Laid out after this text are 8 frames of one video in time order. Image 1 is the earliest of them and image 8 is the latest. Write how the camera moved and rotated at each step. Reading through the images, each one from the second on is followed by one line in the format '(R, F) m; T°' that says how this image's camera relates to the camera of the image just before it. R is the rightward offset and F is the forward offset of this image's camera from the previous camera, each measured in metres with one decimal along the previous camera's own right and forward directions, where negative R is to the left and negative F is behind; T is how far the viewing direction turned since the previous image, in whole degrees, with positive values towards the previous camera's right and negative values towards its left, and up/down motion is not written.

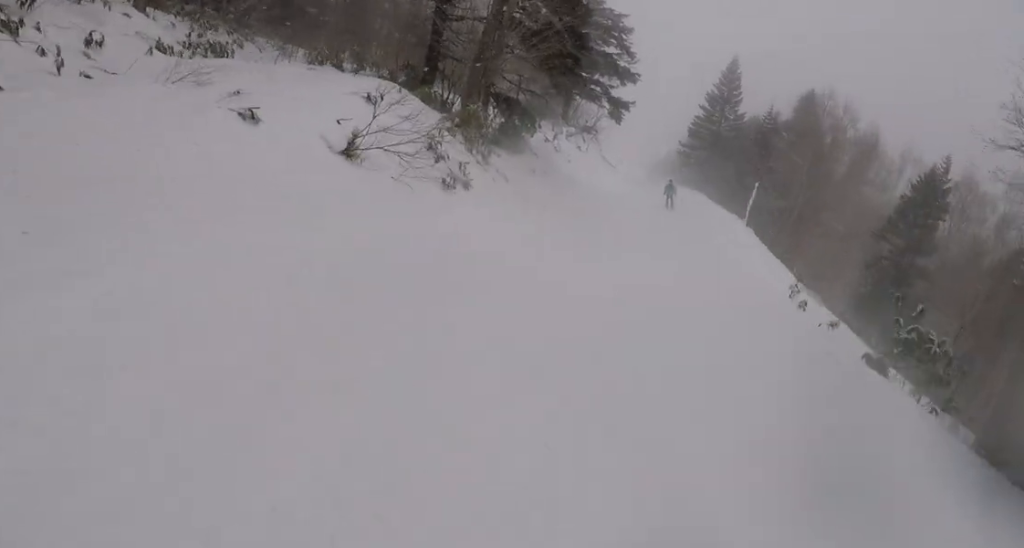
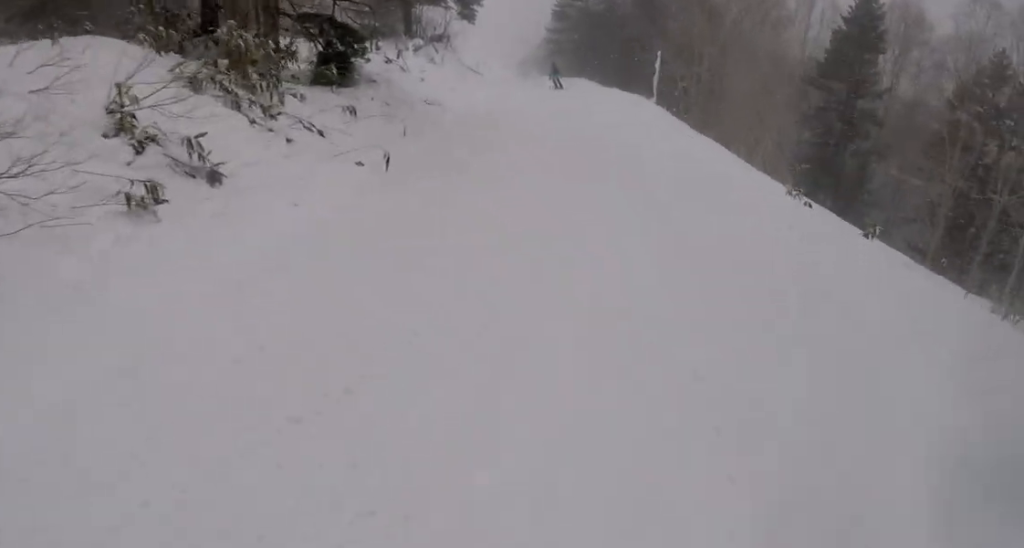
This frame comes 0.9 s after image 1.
(+1.4, +7.9) m; +6°
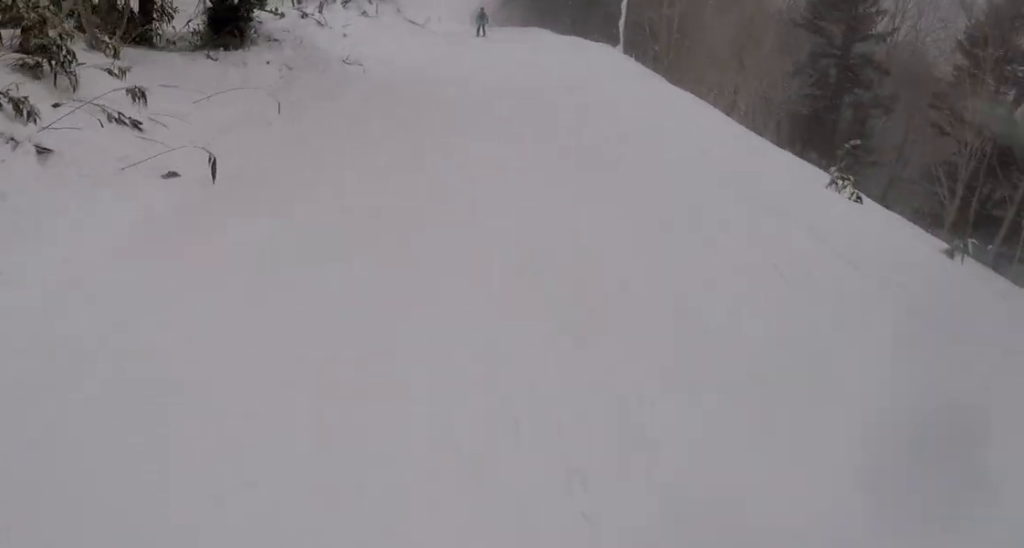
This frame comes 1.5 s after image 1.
(+0.1, +4.7) m; -1°
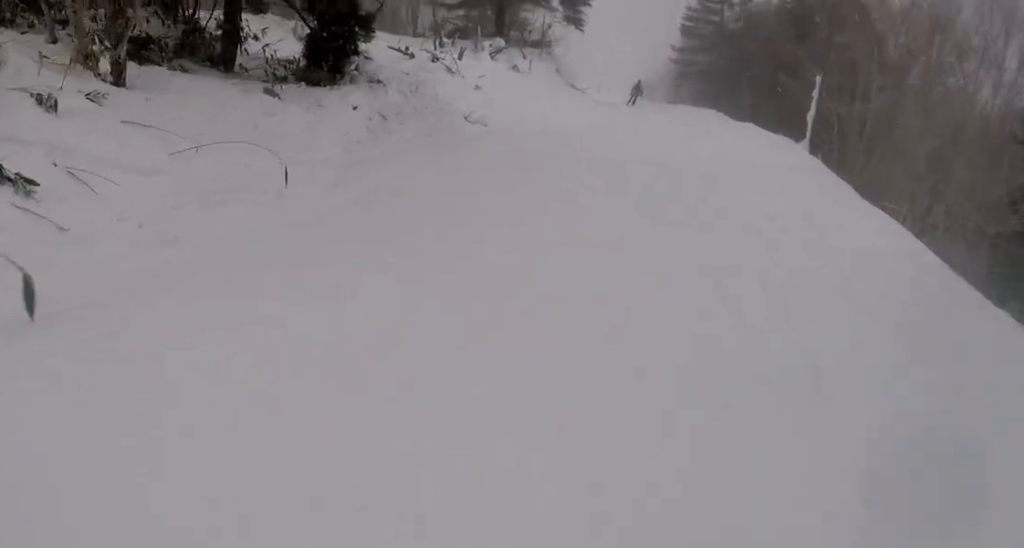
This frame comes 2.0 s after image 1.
(-0.4, +4.4) m; -3°
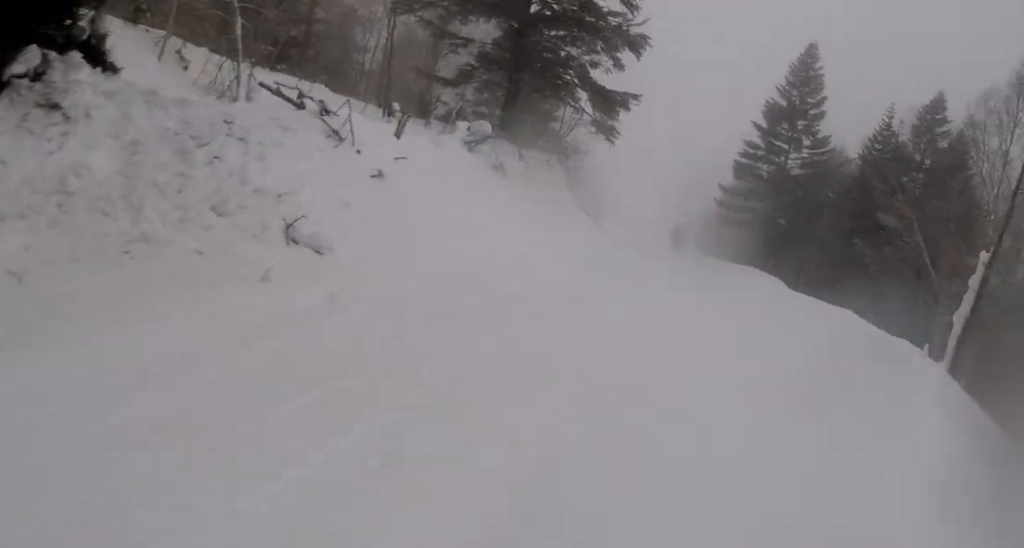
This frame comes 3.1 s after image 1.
(-0.3, +10.4) m; -4°
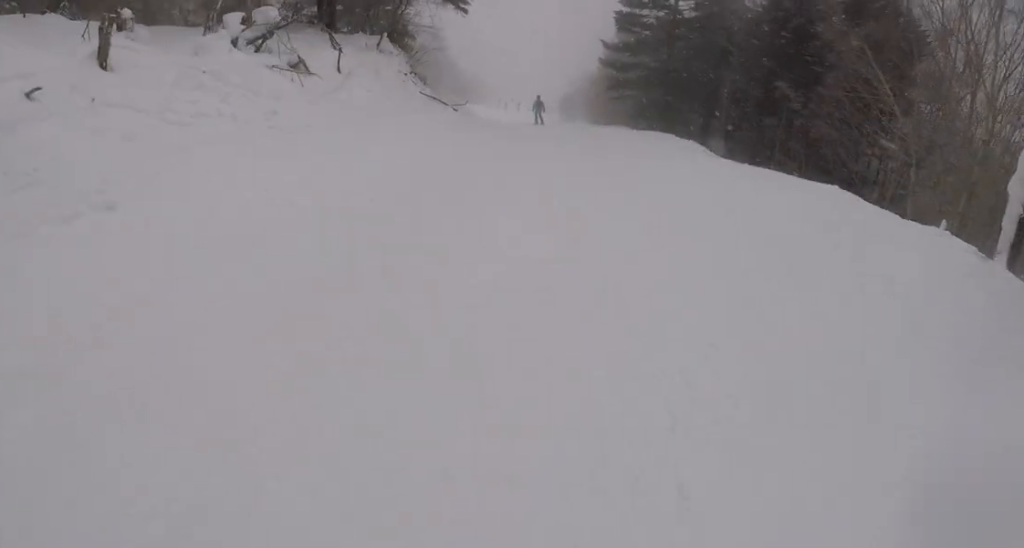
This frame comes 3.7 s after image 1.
(-0.1, +5.4) m; +3°
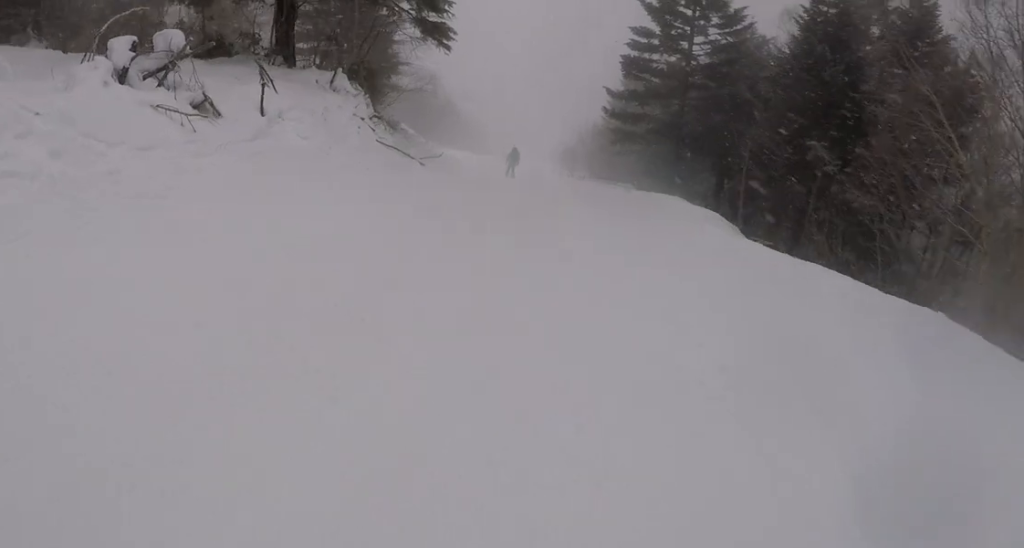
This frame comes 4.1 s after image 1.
(-0.4, +3.8) m; +4°
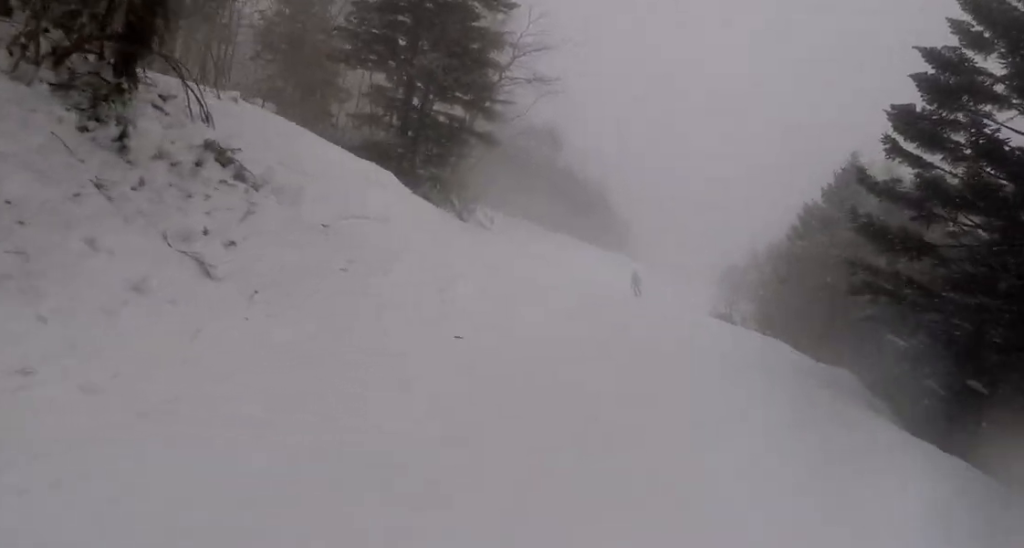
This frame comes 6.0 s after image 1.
(+0.6, +17.3) m; -8°
